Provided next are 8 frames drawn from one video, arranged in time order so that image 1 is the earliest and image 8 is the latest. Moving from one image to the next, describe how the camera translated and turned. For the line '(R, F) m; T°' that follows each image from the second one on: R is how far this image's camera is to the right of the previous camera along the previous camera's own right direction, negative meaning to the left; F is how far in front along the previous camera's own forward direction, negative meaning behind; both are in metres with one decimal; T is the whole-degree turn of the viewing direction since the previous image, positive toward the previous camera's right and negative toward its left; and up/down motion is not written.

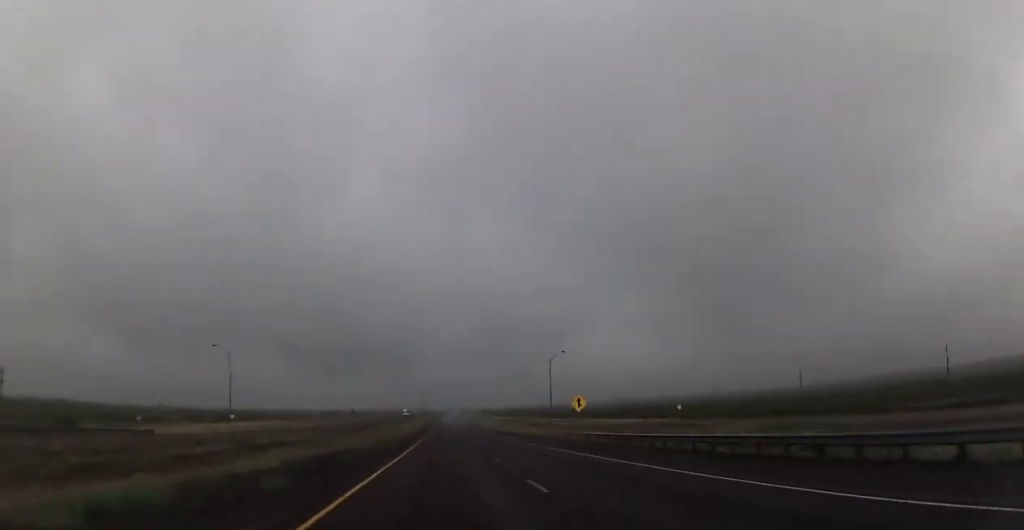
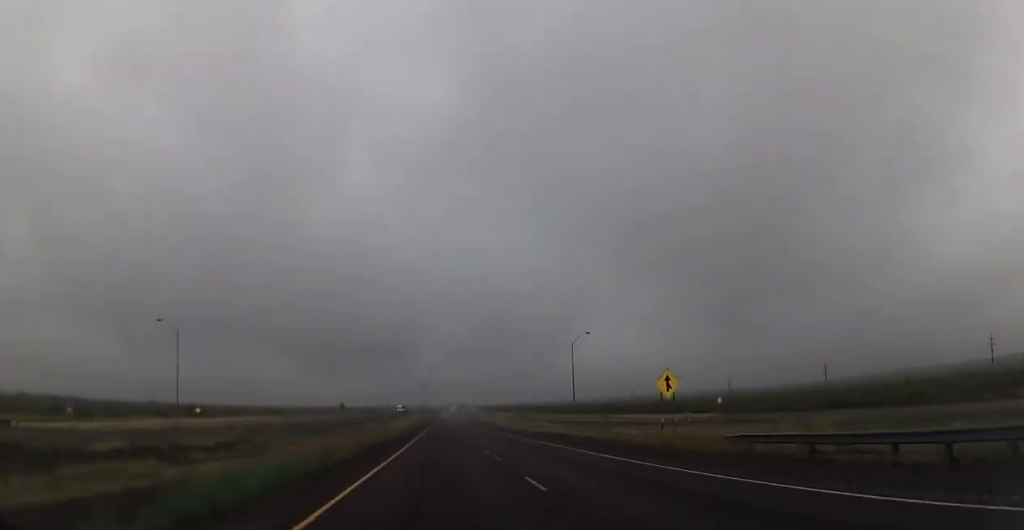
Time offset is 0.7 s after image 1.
(0.0, +24.4) m; 0°
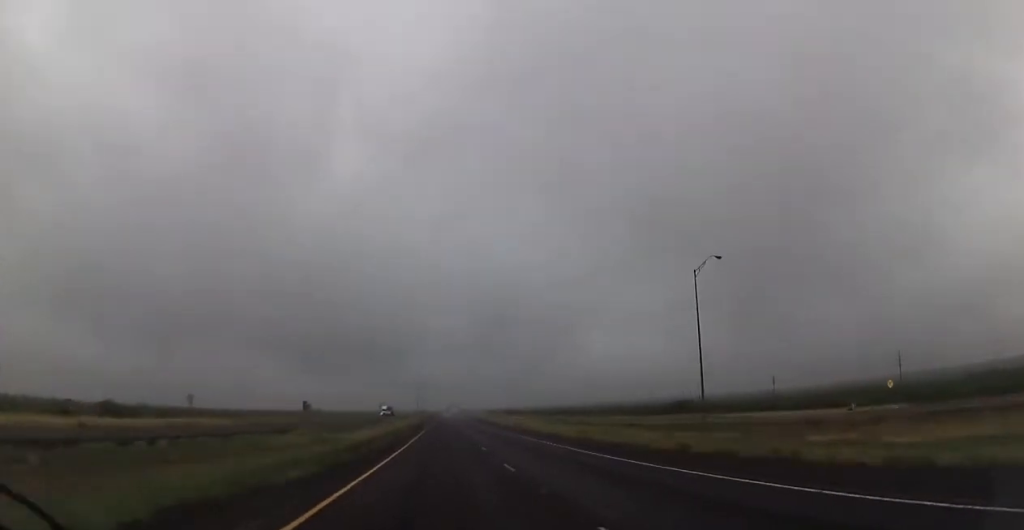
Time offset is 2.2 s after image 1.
(+0.1, +56.2) m; -1°
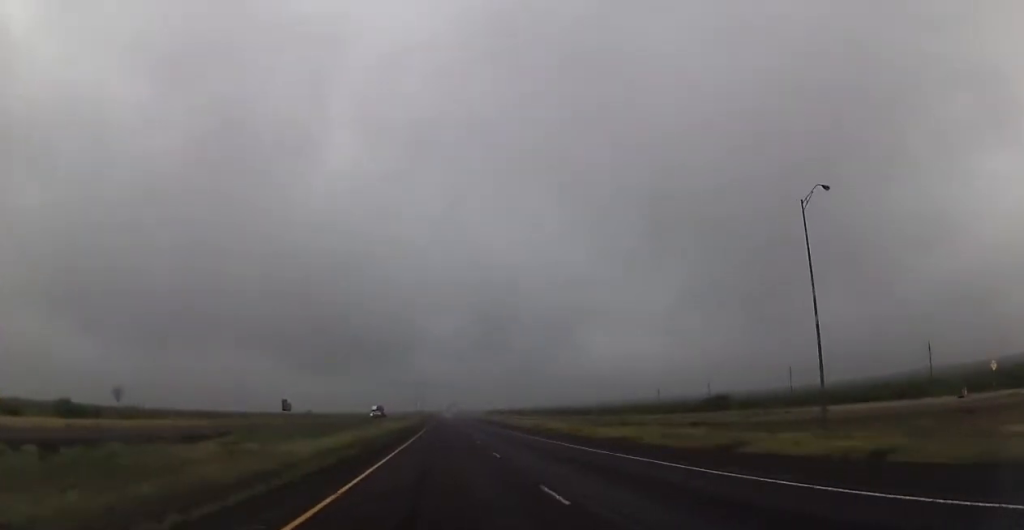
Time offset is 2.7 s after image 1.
(-0.4, +19.5) m; 0°
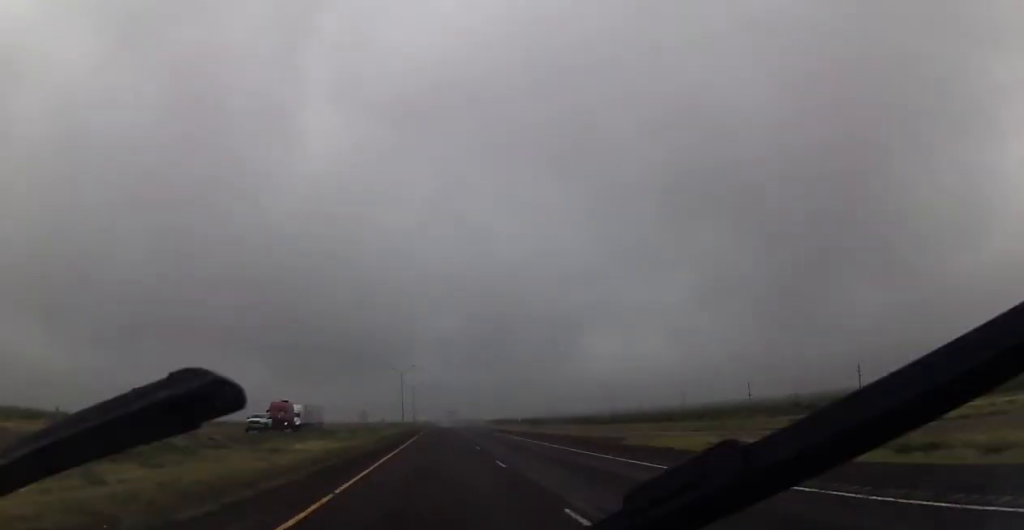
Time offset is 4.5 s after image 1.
(+0.7, +64.6) m; +1°
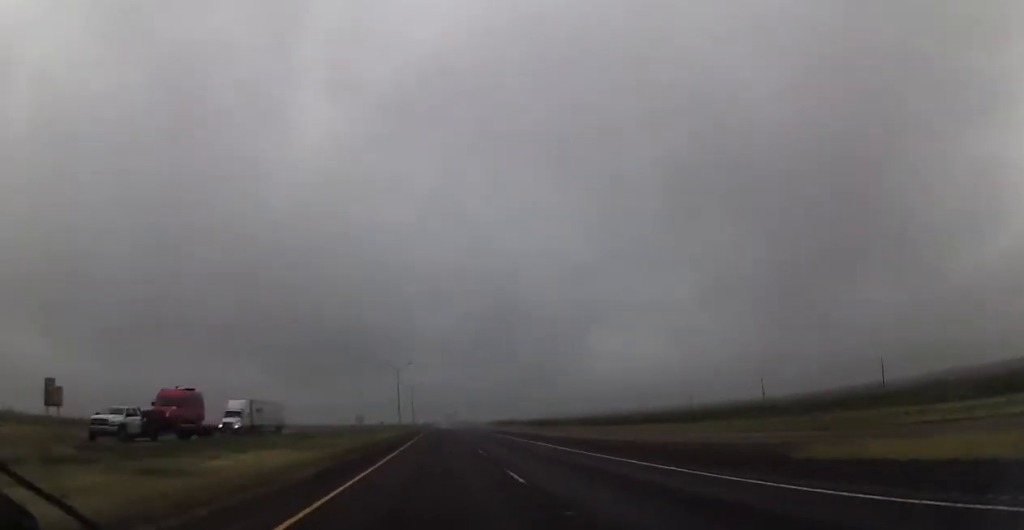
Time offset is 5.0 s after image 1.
(+0.2, +17.0) m; 0°
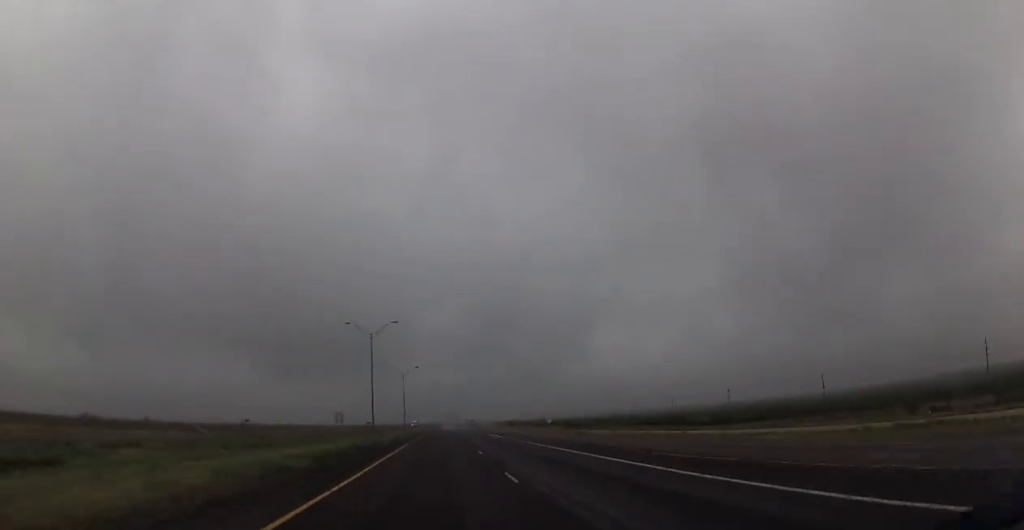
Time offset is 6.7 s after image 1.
(-0.3, +61.5) m; 0°
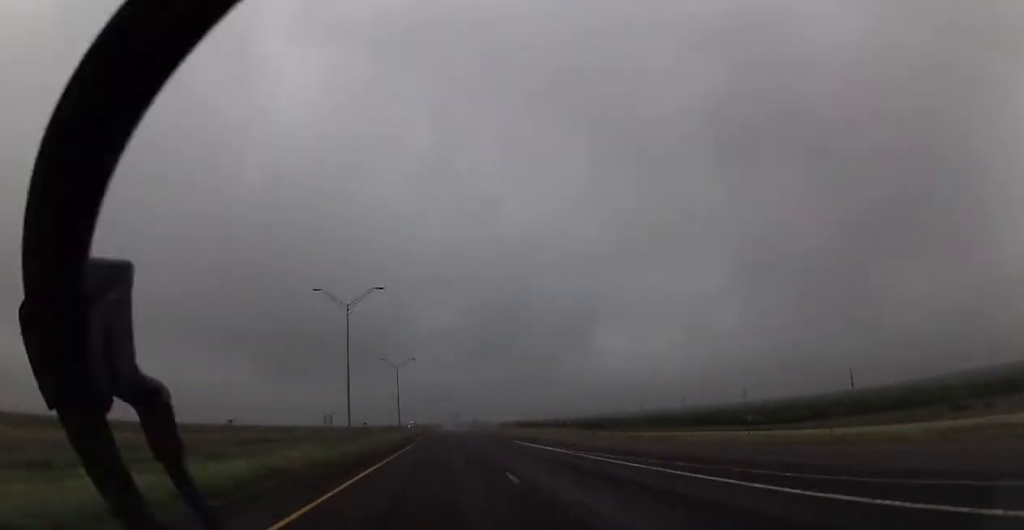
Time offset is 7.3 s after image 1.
(+0.1, +24.0) m; 0°
